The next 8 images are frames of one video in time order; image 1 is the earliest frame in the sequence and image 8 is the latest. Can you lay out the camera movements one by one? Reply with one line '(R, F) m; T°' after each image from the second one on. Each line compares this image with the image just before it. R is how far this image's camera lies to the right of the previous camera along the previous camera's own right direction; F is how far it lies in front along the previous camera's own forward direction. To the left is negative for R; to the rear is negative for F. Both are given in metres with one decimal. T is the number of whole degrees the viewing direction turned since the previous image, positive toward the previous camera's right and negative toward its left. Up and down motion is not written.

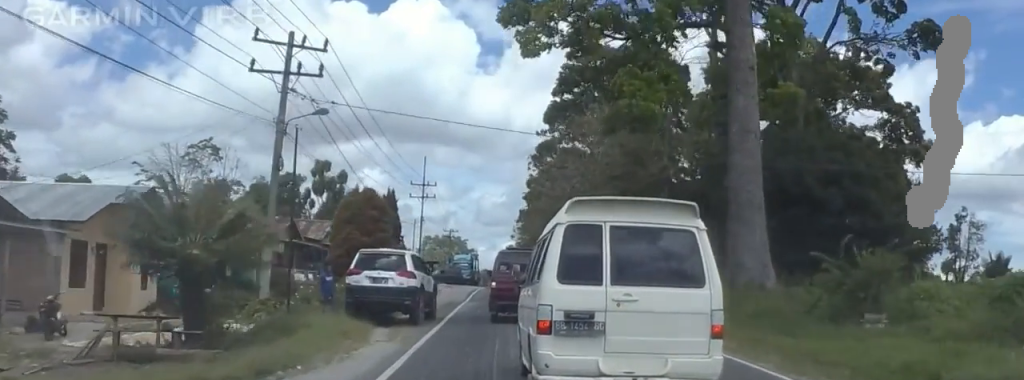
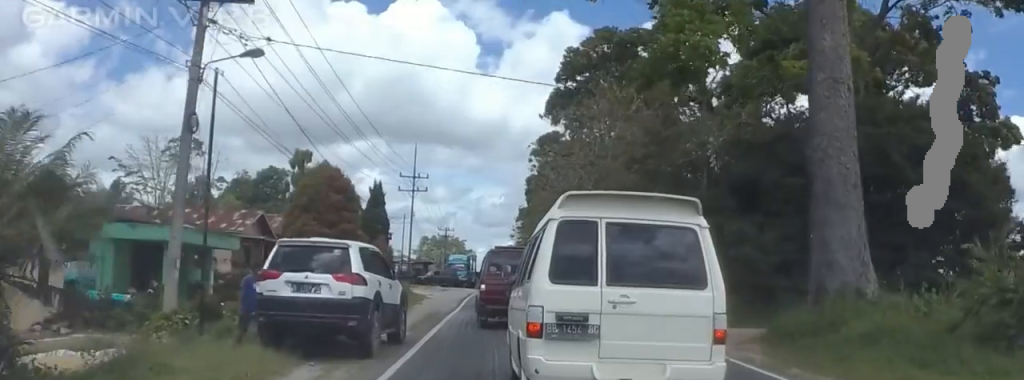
(+0.2, +7.0) m; +4°
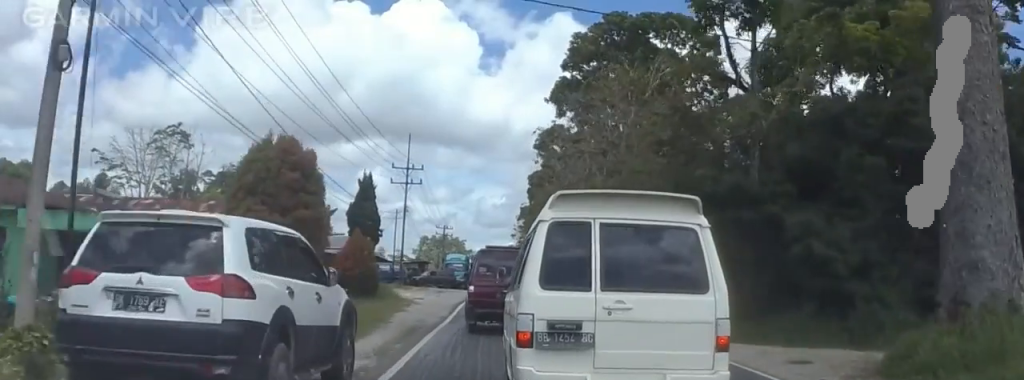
(+0.4, +6.3) m; +4°
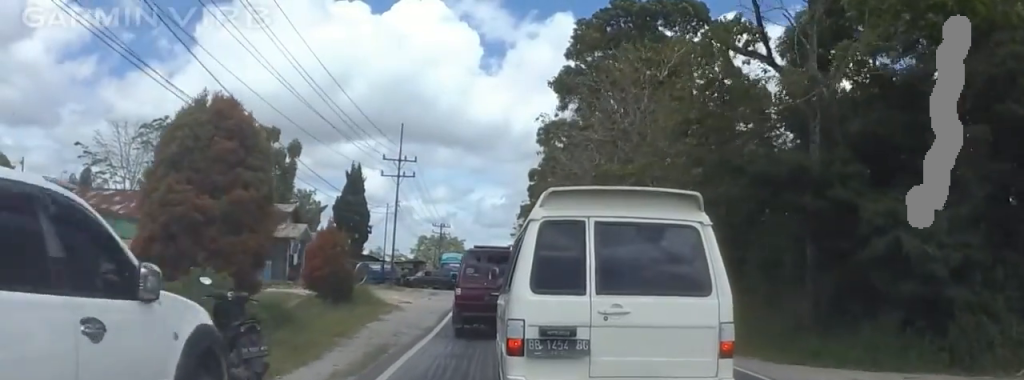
(+0.1, +5.5) m; +1°
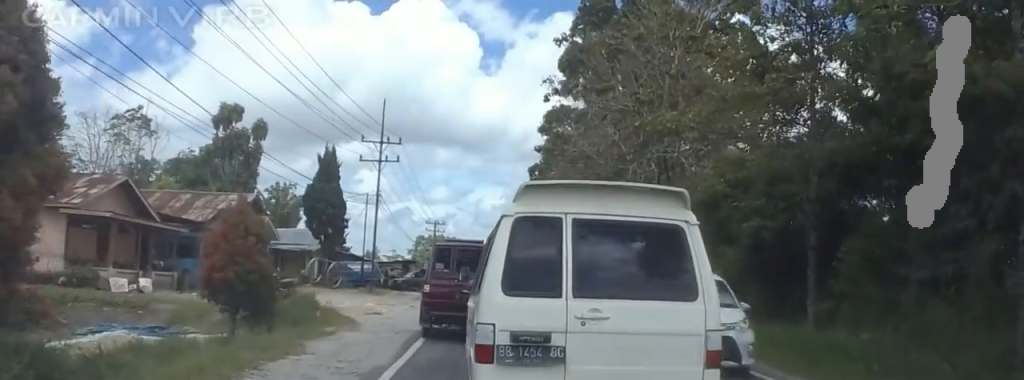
(0.0, +10.5) m; -10°
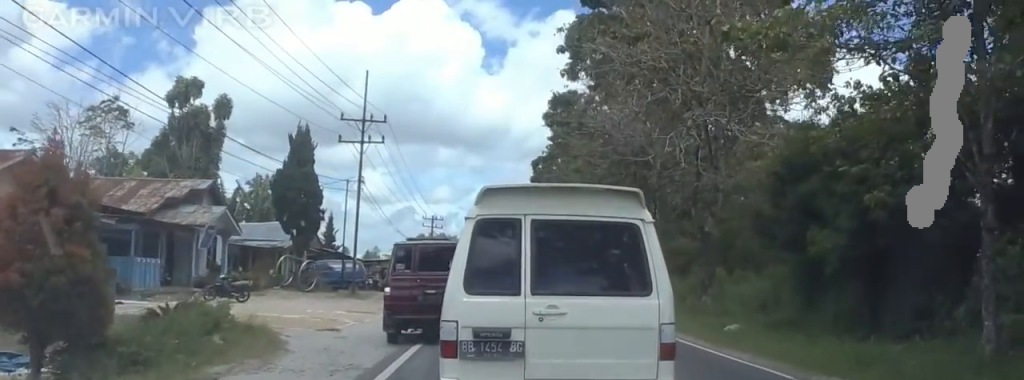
(-1.4, +10.1) m; +1°
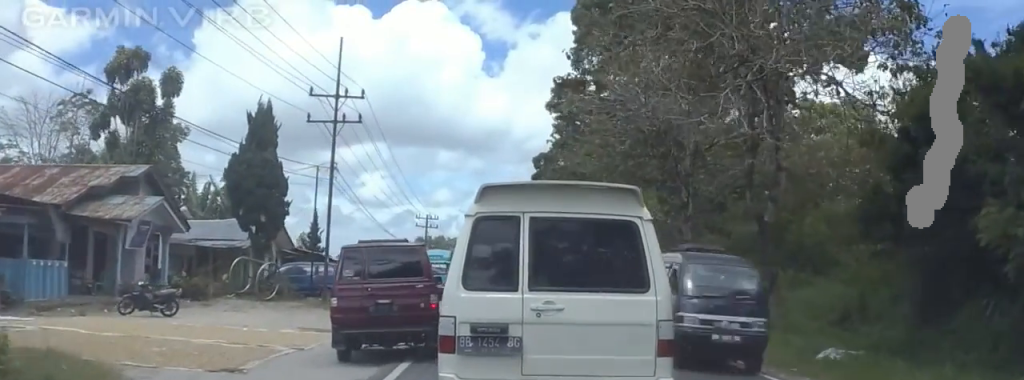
(+1.6, +10.5) m; +5°
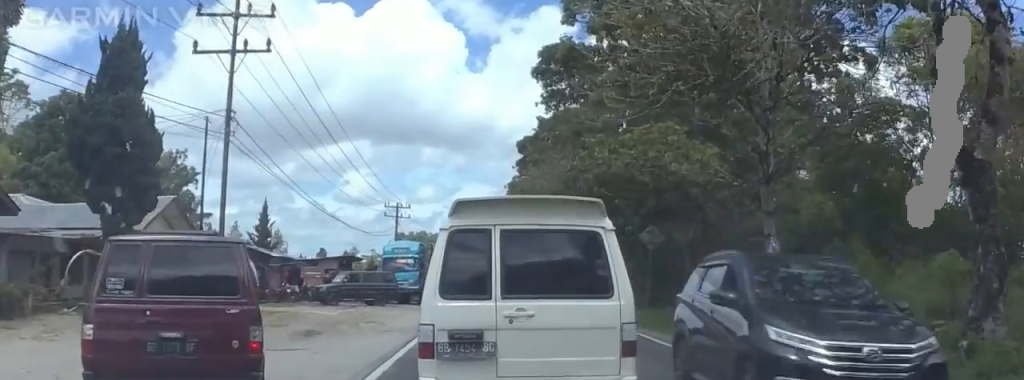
(-2.0, +17.1) m; -3°
